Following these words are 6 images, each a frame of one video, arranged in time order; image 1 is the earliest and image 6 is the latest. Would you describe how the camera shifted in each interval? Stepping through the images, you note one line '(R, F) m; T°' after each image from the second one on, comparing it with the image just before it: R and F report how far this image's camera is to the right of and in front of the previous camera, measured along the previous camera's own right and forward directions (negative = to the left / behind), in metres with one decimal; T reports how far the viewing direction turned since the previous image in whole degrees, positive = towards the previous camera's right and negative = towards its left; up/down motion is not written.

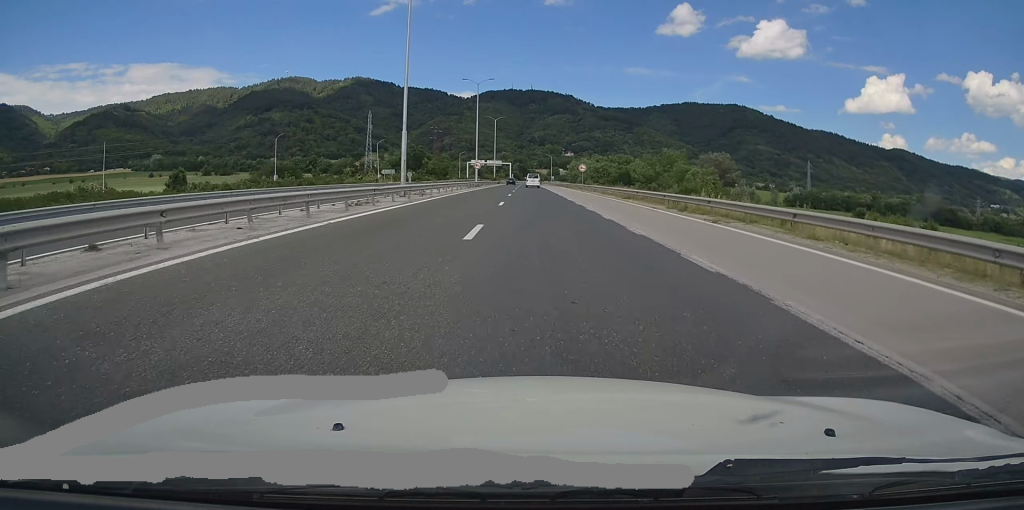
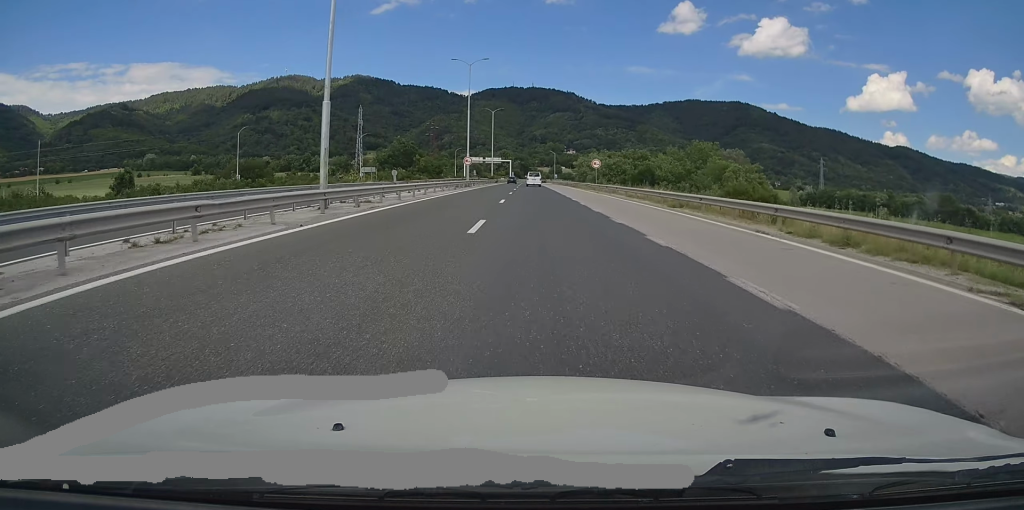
(+0.1, +14.8) m; 0°
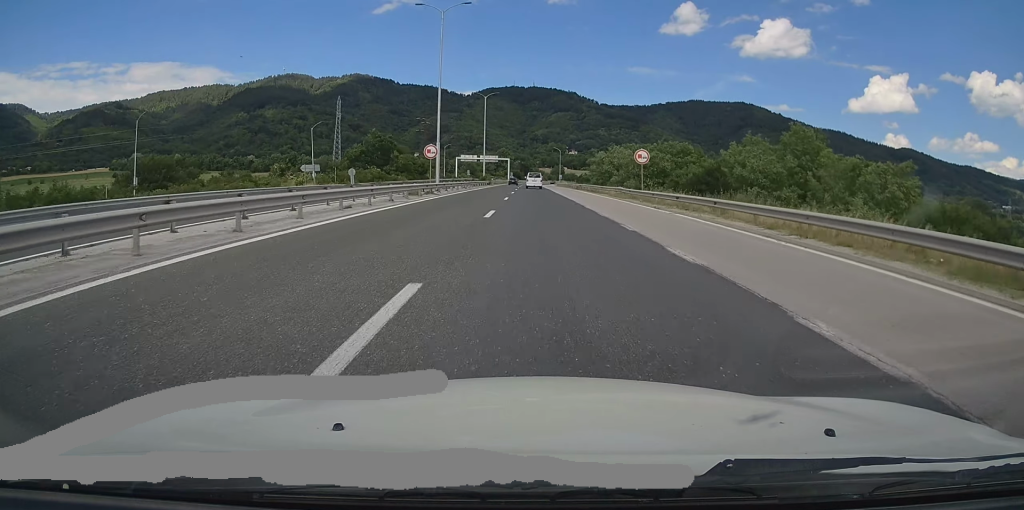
(0.0, +26.0) m; 0°
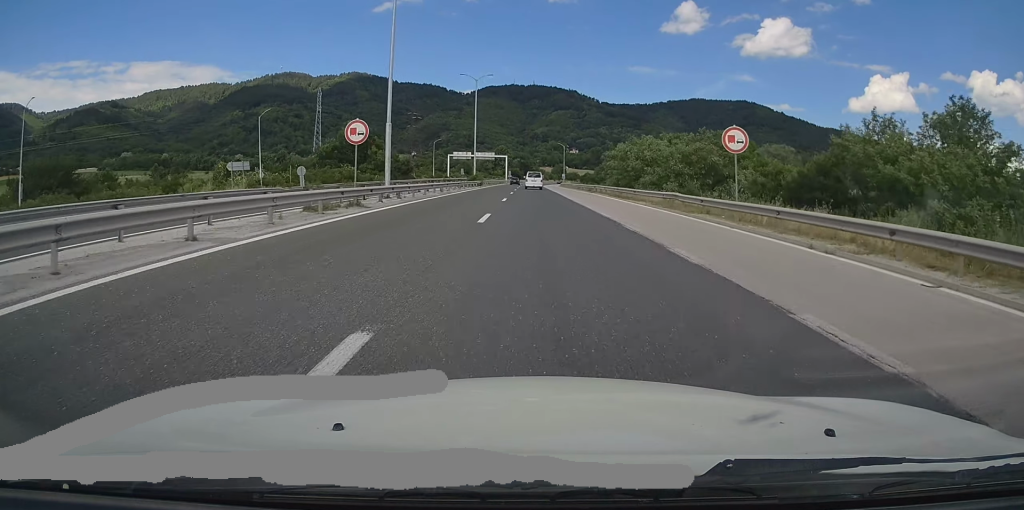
(-0.1, +18.2) m; 0°
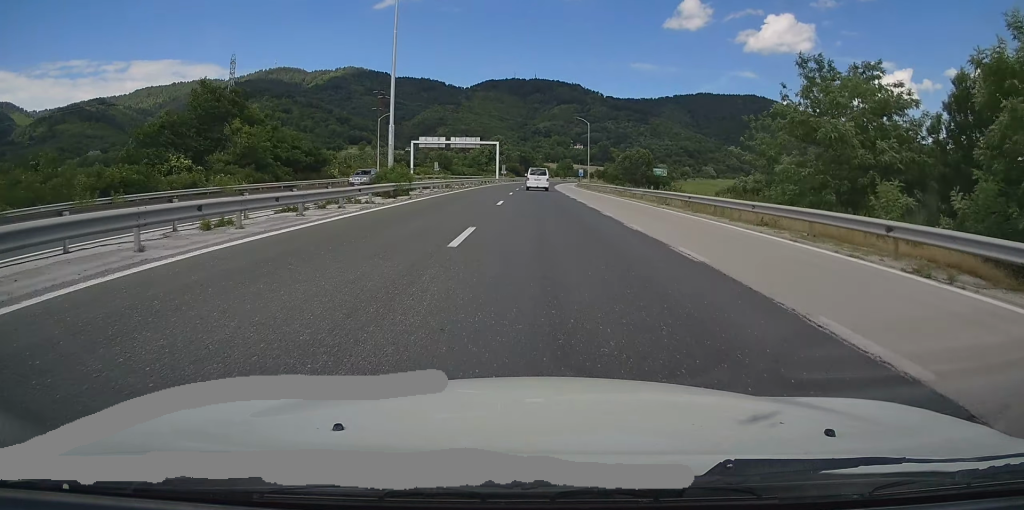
(-0.1, +54.3) m; 0°
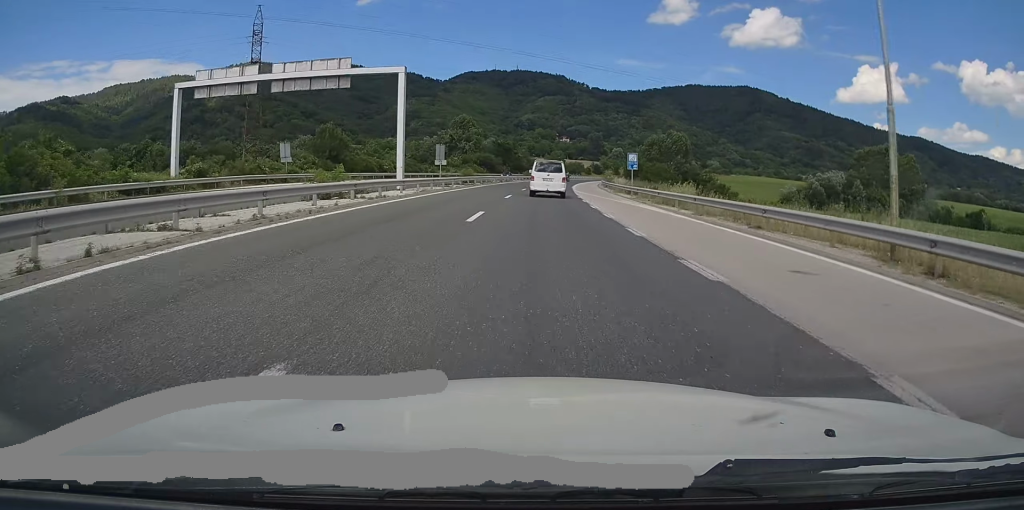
(+0.8, +74.9) m; +1°
